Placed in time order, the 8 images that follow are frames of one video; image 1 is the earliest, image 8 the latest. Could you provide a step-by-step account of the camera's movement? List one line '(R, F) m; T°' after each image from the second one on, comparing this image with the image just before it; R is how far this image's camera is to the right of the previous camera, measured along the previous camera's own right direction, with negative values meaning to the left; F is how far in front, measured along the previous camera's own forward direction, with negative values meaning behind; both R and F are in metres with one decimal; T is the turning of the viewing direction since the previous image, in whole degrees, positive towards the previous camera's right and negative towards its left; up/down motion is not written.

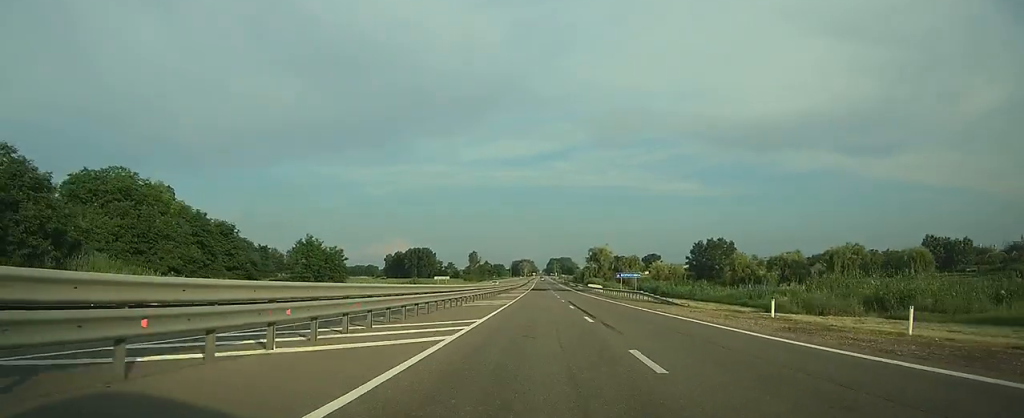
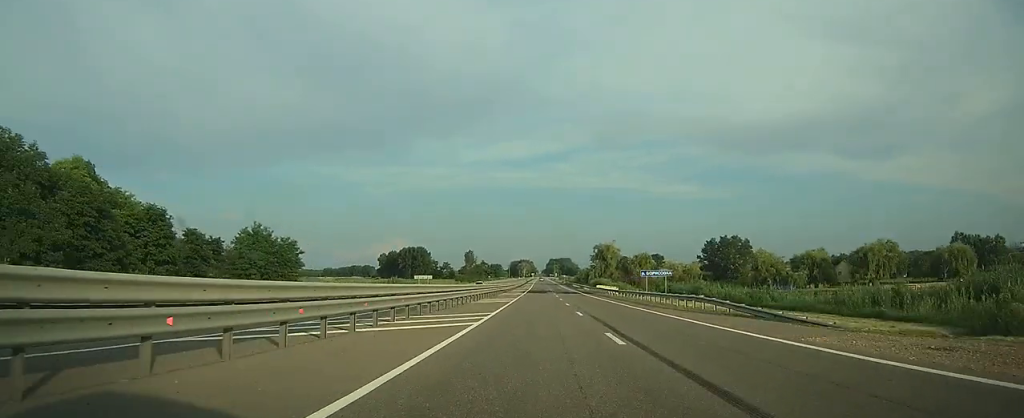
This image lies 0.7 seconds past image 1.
(0.0, +19.6) m; 0°
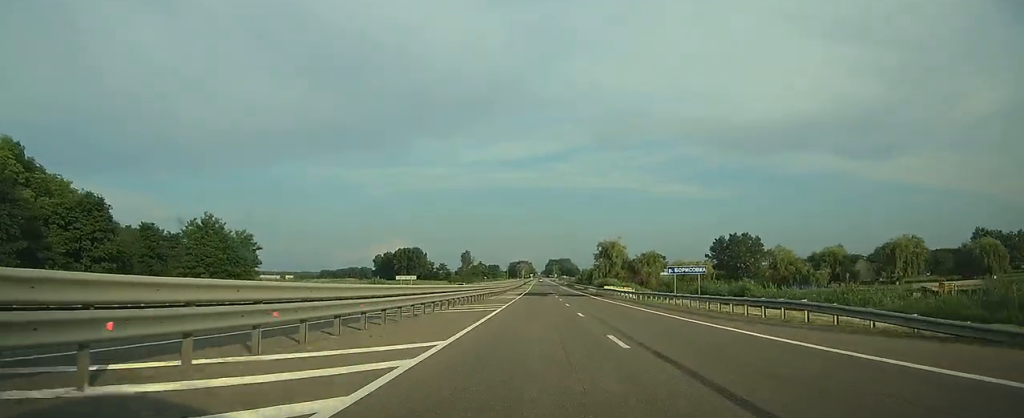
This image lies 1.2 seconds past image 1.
(0.0, +13.7) m; 0°
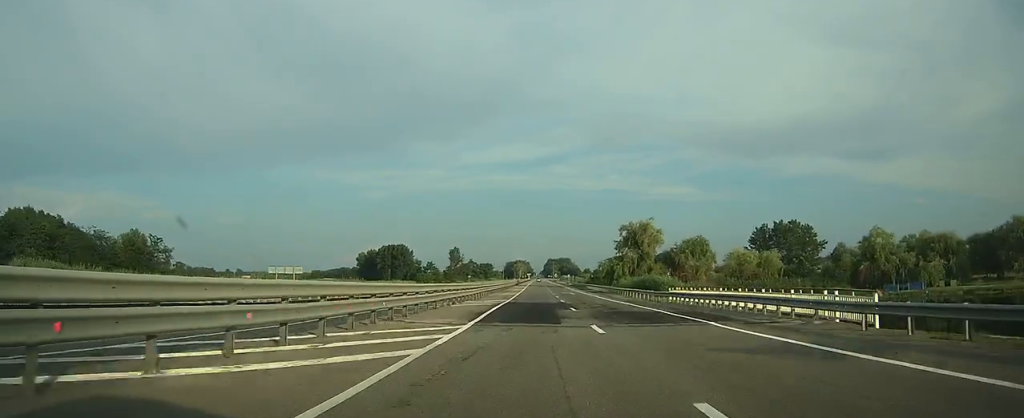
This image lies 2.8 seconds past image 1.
(+0.1, +52.9) m; 0°
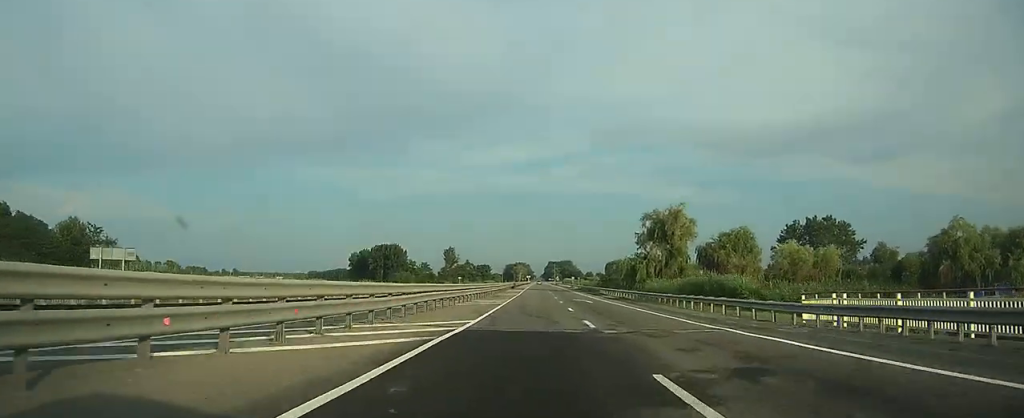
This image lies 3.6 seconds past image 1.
(+0.1, +25.1) m; 0°
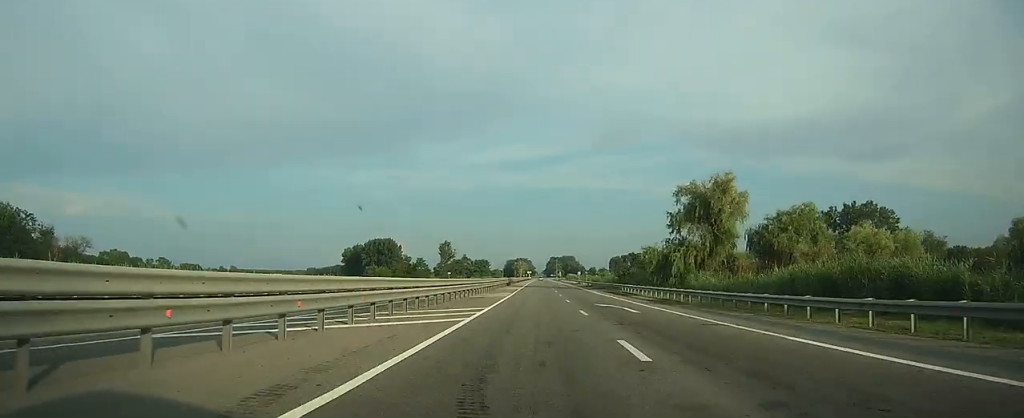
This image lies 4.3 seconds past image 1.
(0.0, +22.0) m; 0°
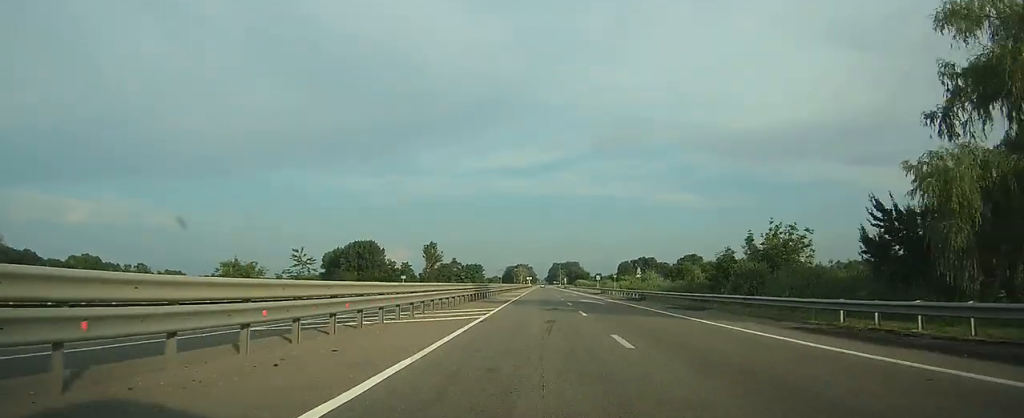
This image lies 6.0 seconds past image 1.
(0.0, +47.9) m; 0°
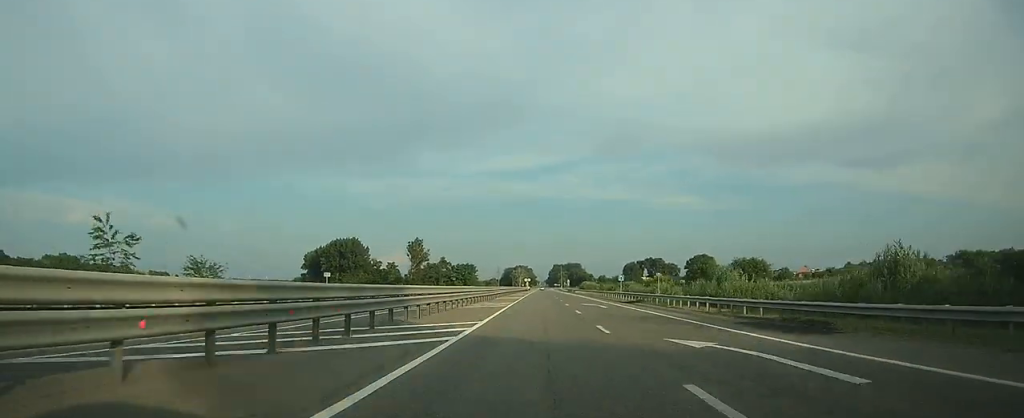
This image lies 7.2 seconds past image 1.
(0.0, +31.5) m; 0°
